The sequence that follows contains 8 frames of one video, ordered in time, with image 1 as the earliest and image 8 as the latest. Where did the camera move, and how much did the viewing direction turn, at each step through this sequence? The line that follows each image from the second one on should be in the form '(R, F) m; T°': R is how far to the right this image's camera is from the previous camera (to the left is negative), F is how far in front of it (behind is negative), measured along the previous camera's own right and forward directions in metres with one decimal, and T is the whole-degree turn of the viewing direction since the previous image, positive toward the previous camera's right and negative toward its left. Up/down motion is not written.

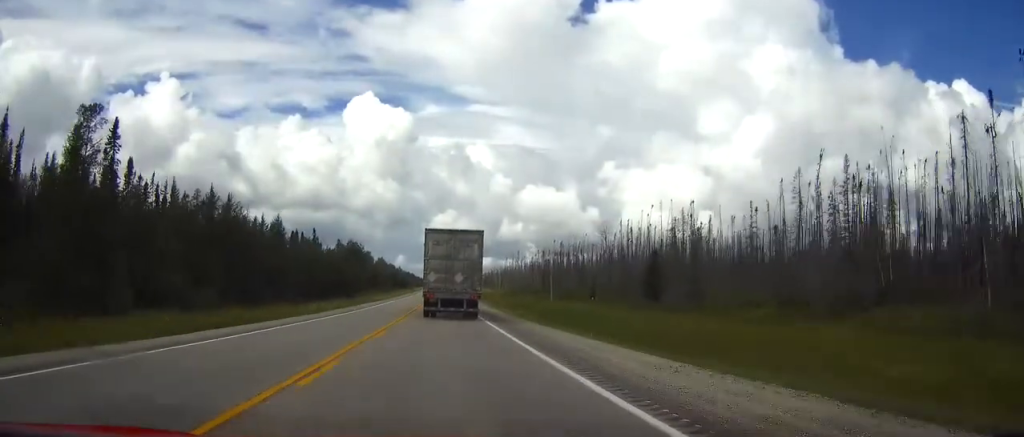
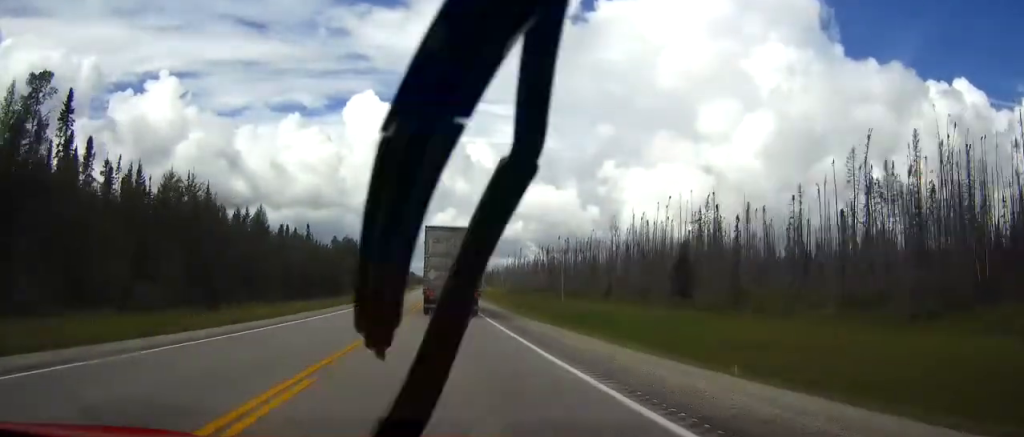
(0.0, +12.0) m; 0°
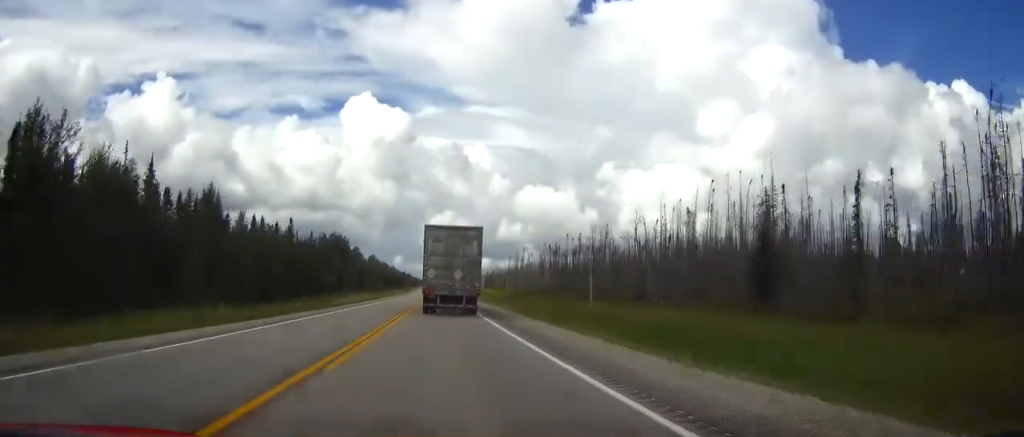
(0.0, +24.3) m; 0°
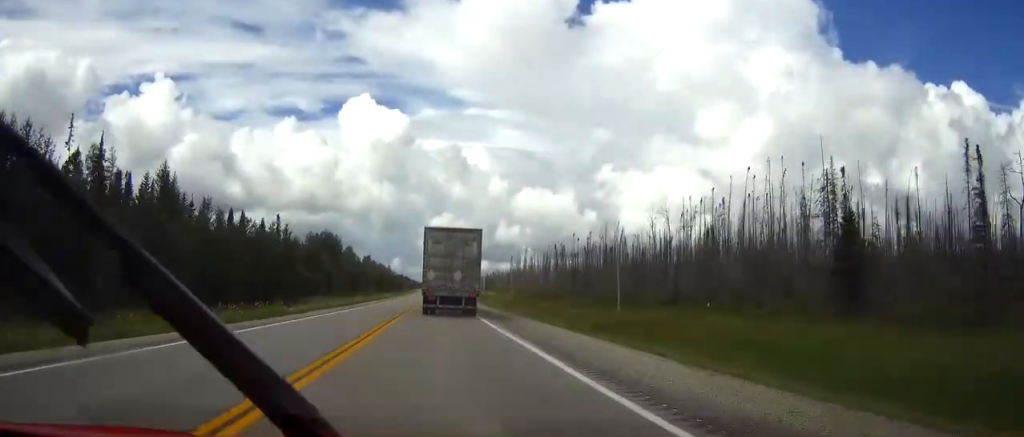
(+0.1, +15.7) m; 0°
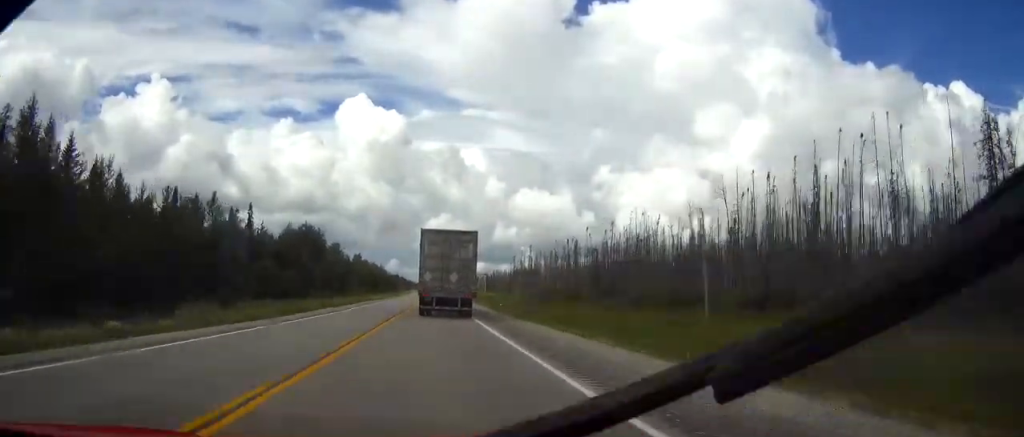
(-0.1, +28.1) m; 0°
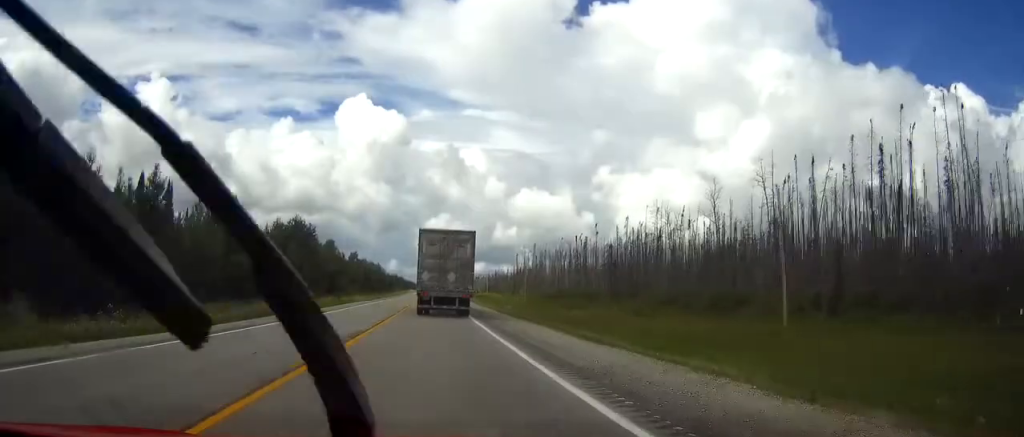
(0.0, +13.2) m; 0°
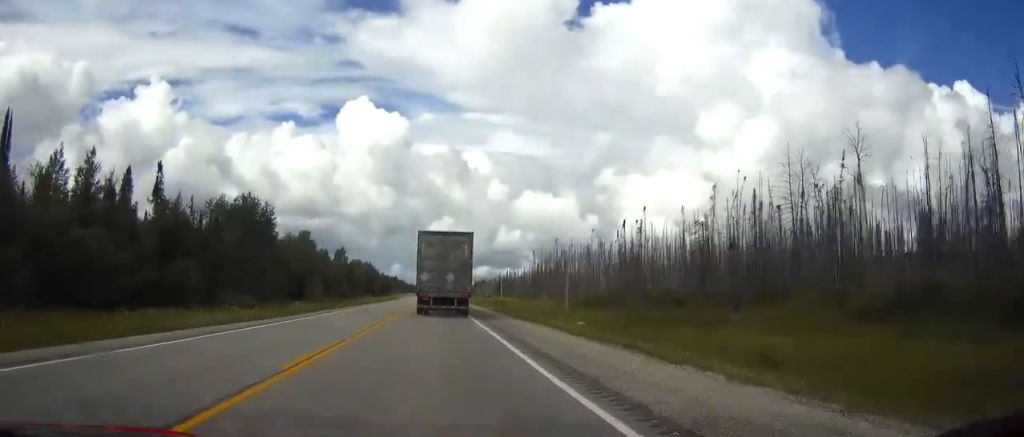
(+0.2, +48.6) m; 0°
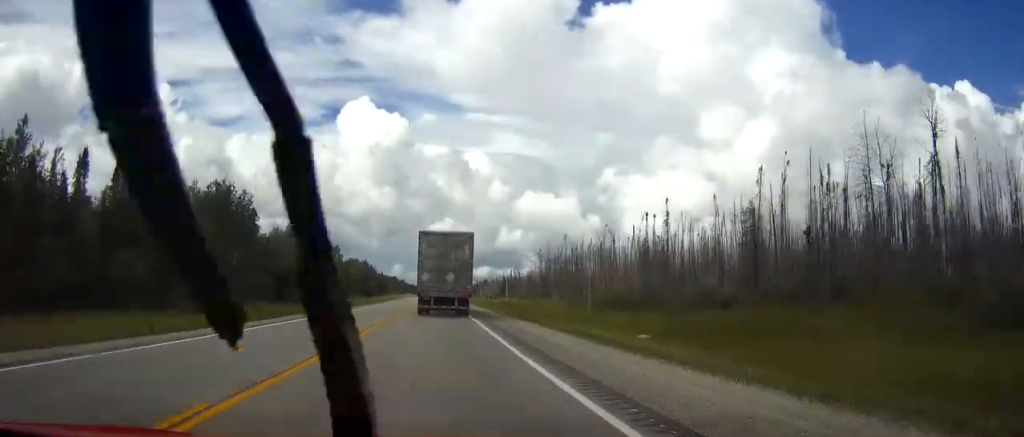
(0.0, +16.0) m; 0°
